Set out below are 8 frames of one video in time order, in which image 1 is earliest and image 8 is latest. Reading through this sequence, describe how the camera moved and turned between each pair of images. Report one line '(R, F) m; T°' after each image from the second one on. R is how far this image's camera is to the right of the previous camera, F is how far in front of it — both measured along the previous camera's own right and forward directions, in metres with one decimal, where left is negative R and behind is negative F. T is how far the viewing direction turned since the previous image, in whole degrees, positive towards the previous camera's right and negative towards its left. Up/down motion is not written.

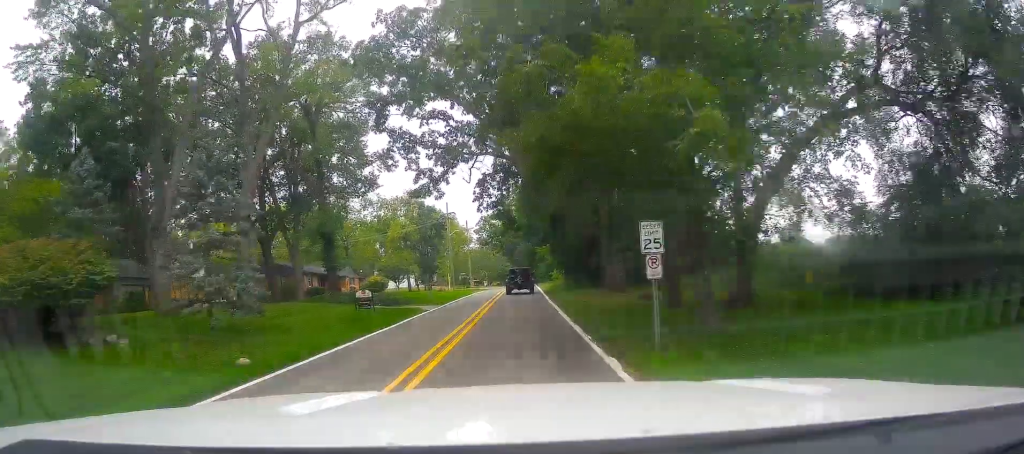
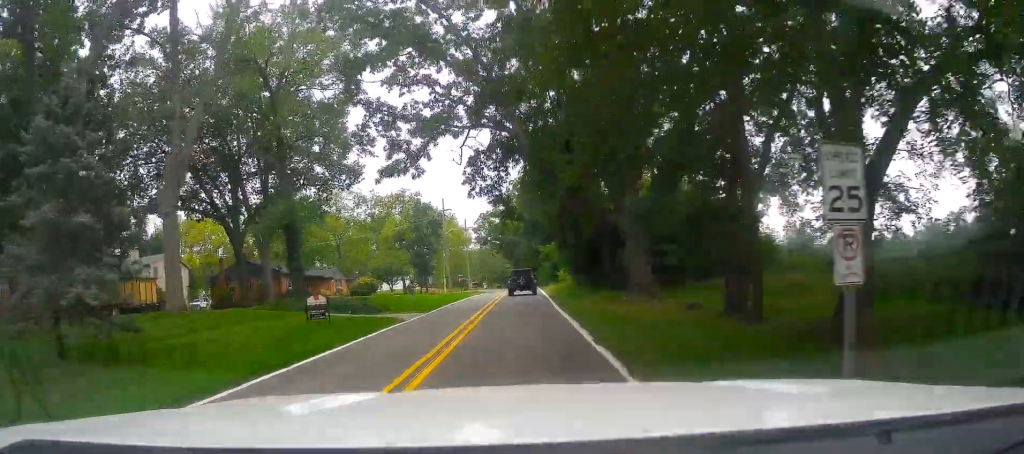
(-0.2, +6.9) m; -1°
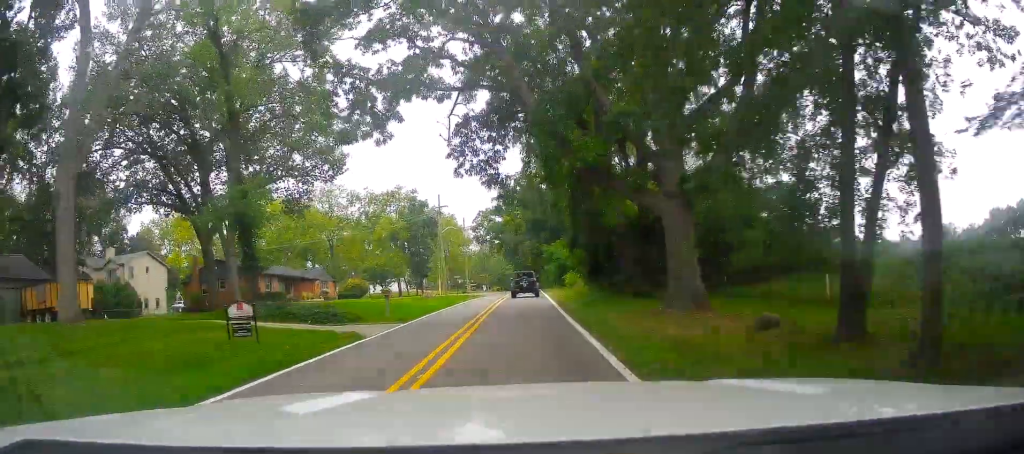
(-0.1, +6.4) m; -1°
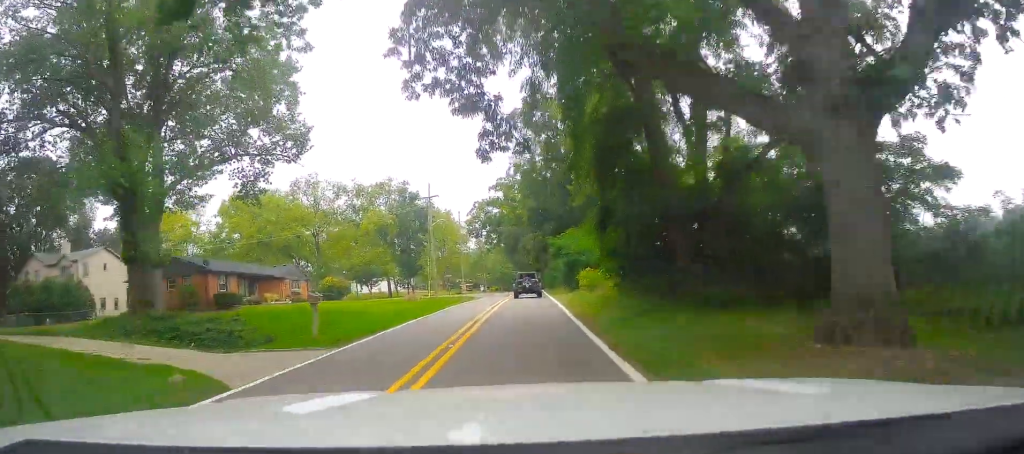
(0.0, +9.8) m; 0°
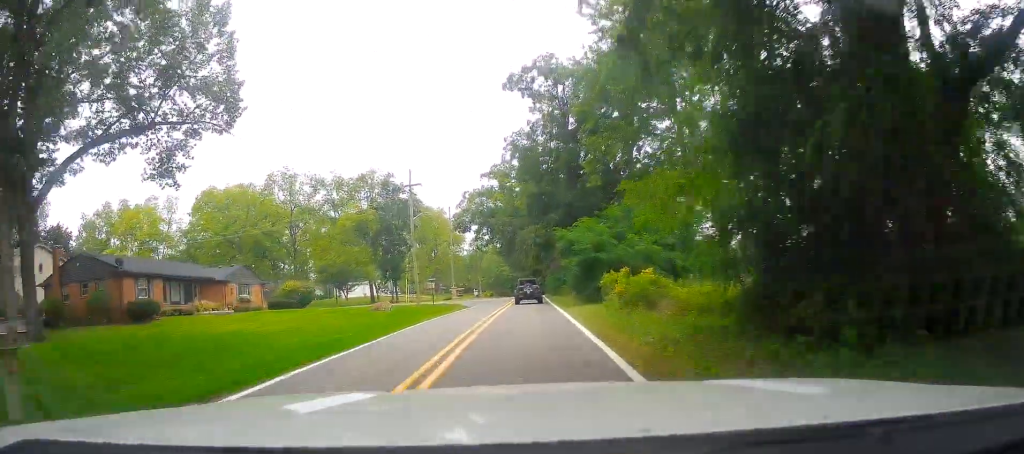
(0.0, +12.0) m; 0°
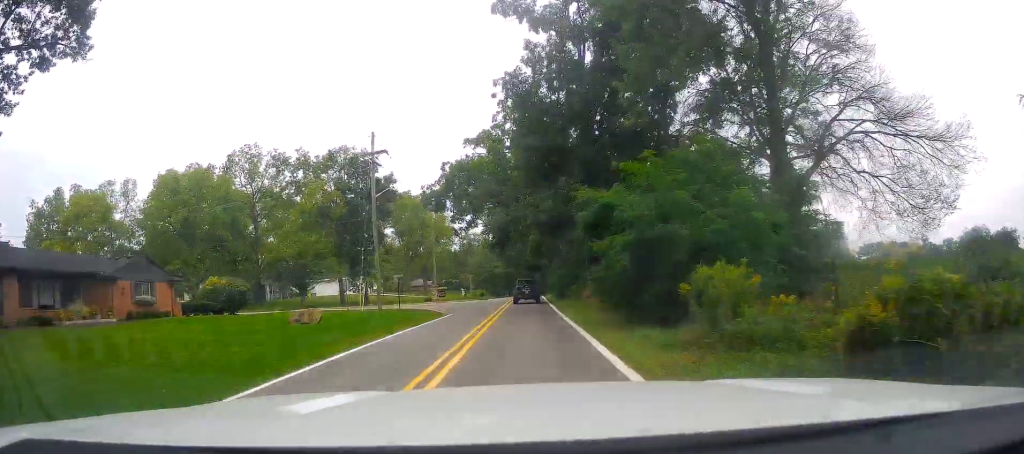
(0.0, +14.8) m; +2°
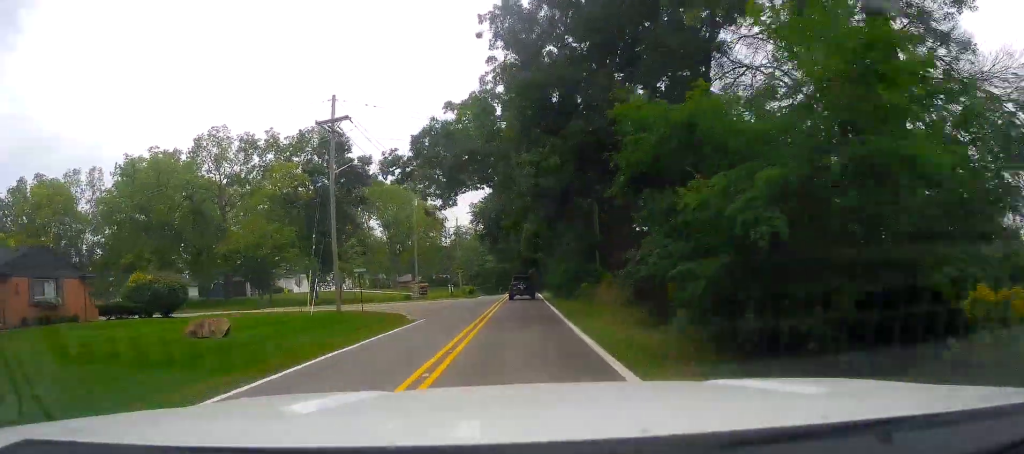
(+0.3, +9.2) m; +2°
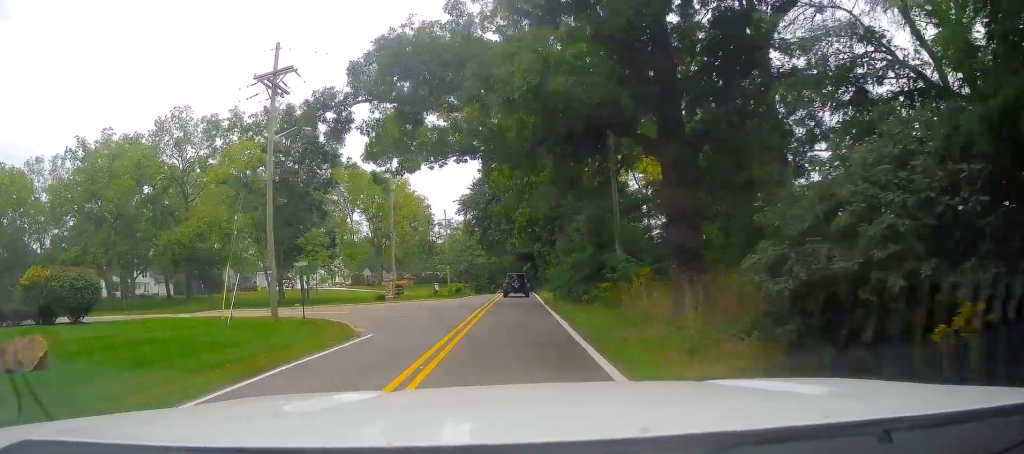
(+0.2, +9.2) m; +1°
